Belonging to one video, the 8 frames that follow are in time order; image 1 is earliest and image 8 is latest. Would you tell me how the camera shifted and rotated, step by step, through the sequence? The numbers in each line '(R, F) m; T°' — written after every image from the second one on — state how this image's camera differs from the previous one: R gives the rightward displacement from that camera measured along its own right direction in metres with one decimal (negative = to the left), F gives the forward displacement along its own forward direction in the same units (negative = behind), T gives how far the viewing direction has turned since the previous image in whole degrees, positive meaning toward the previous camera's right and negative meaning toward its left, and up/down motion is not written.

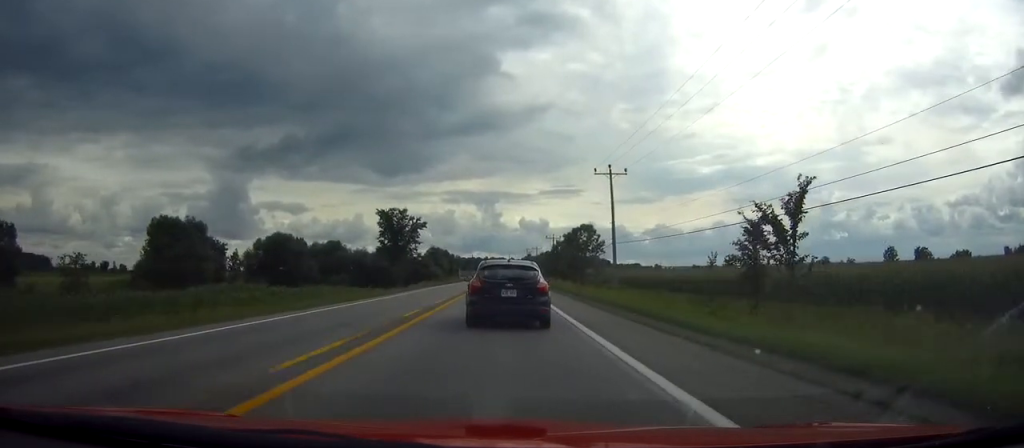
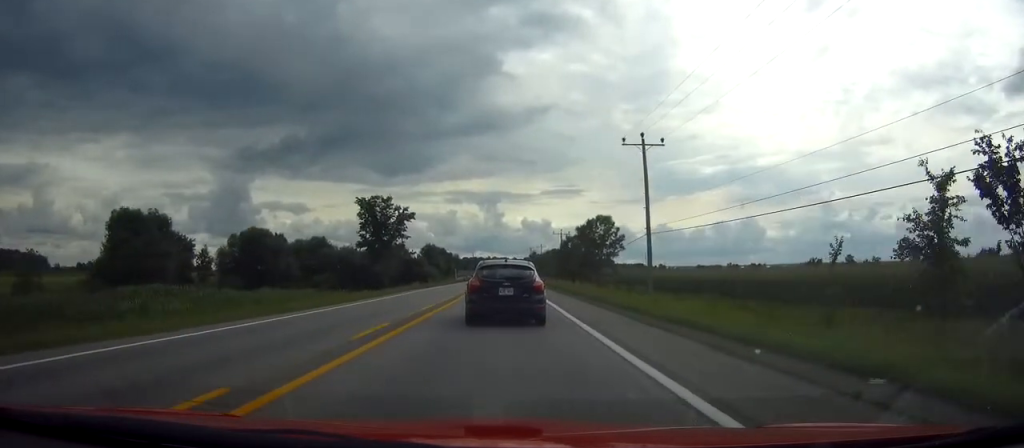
(0.0, +14.1) m; 0°
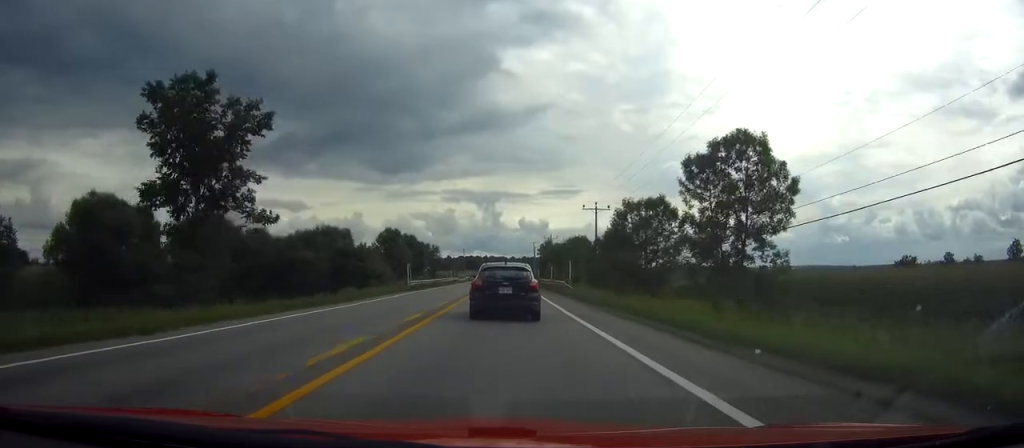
(+0.1, +48.7) m; 0°
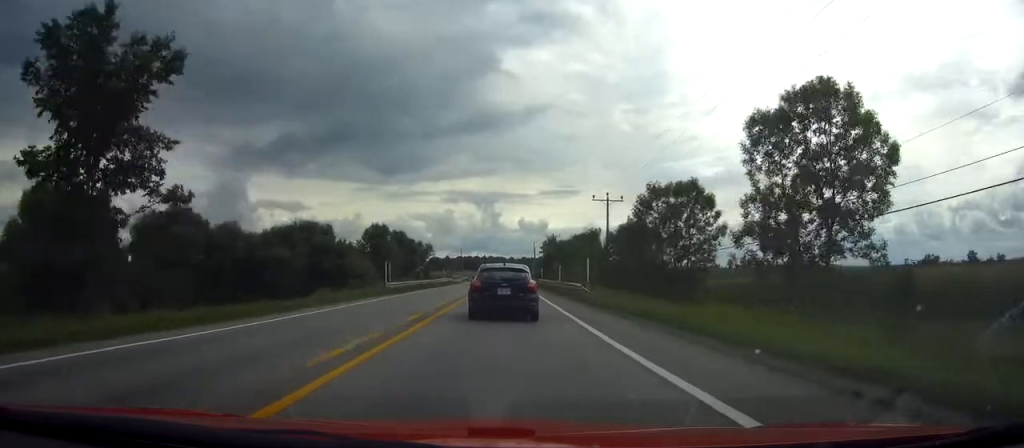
(0.0, +9.1) m; 0°
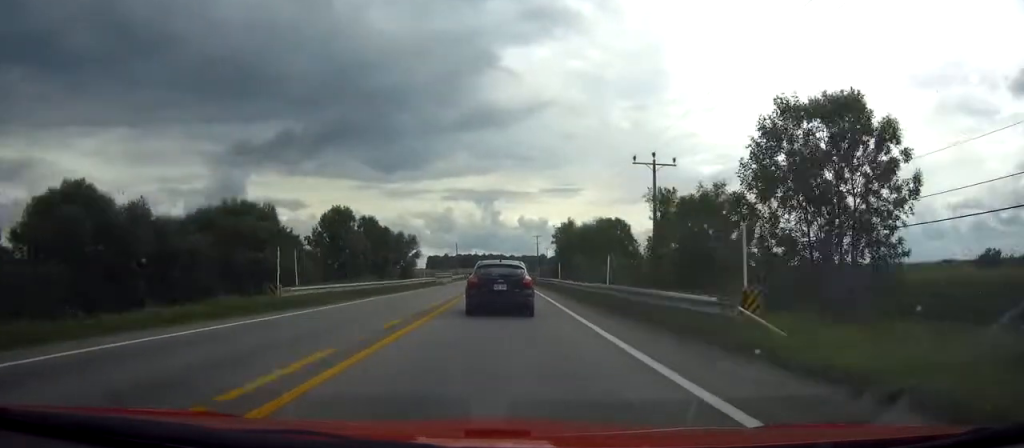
(0.0, +20.9) m; 0°
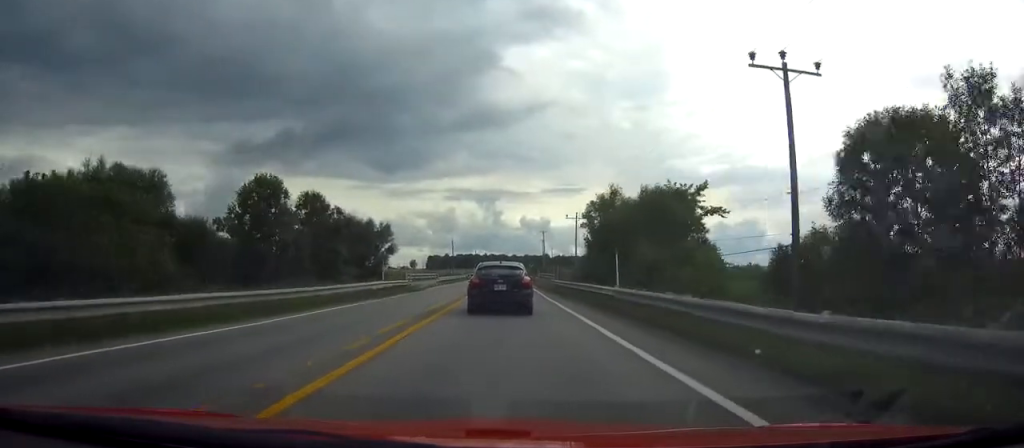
(+0.1, +22.6) m; 0°
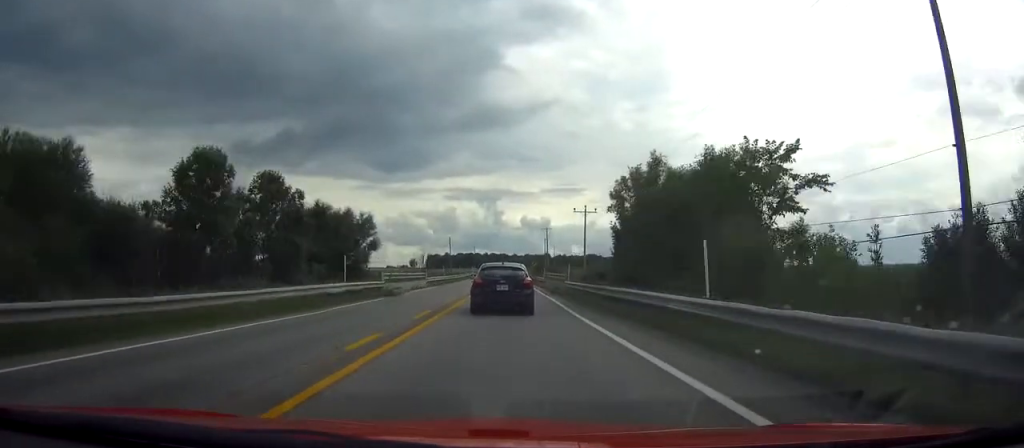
(0.0, +10.2) m; 0°
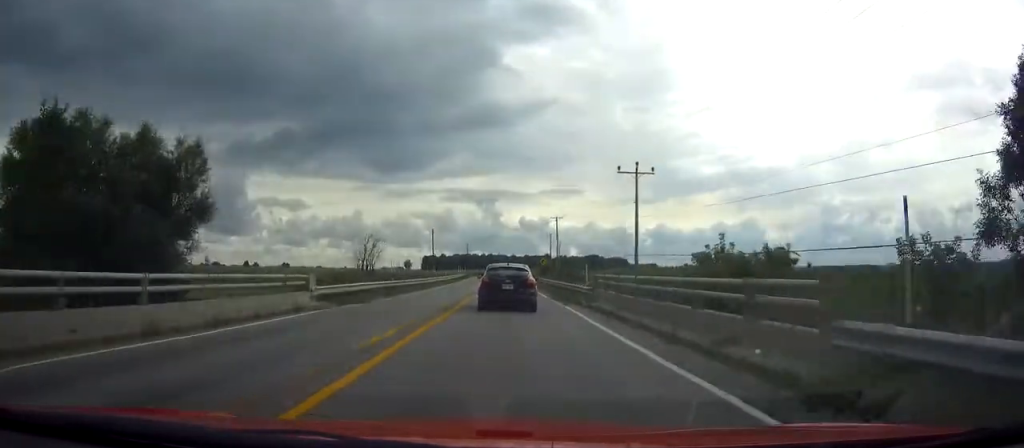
(-0.2, +36.2) m; 0°
